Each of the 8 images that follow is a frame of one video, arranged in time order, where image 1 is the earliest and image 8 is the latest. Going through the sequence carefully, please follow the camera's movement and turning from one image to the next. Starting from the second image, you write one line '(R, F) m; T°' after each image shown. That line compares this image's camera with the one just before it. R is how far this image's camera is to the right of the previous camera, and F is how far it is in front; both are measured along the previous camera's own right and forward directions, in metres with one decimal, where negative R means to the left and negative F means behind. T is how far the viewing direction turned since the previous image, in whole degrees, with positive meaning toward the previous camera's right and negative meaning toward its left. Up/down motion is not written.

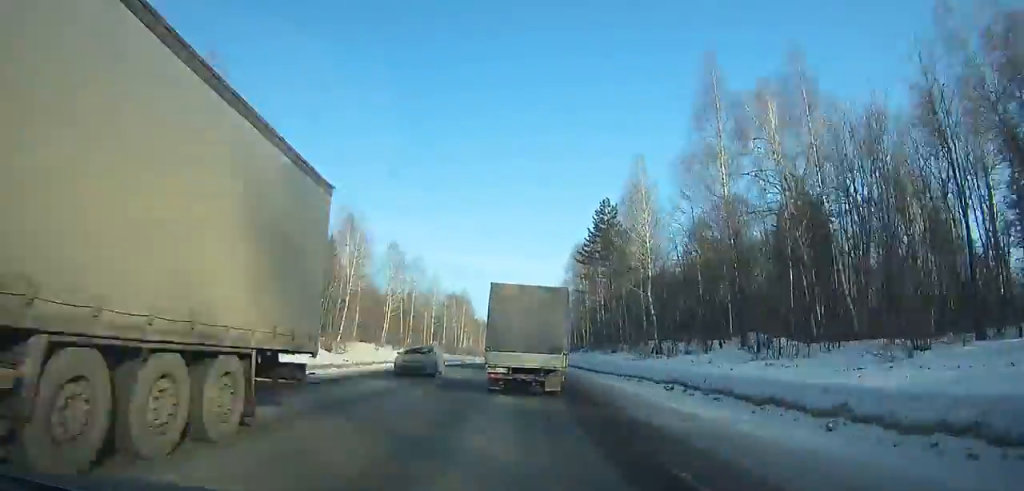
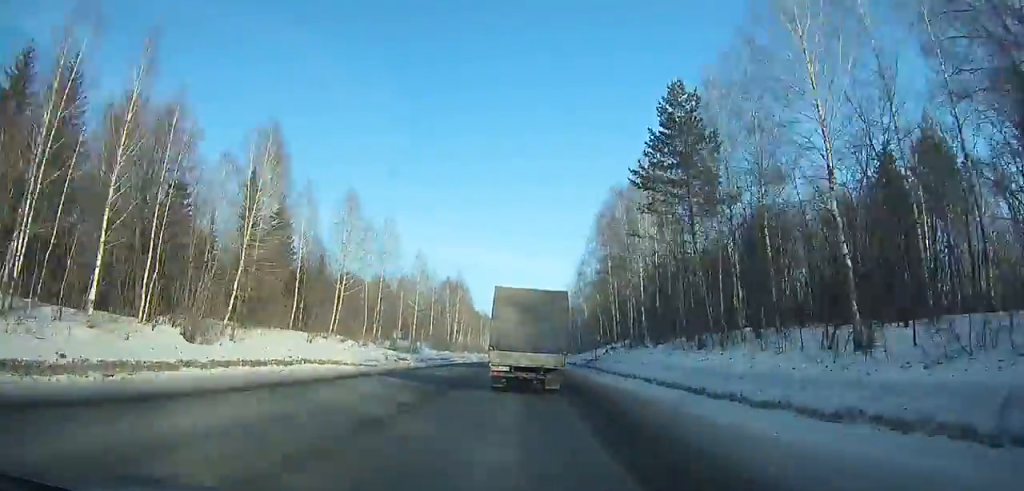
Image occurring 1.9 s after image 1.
(0.0, +26.0) m; 0°
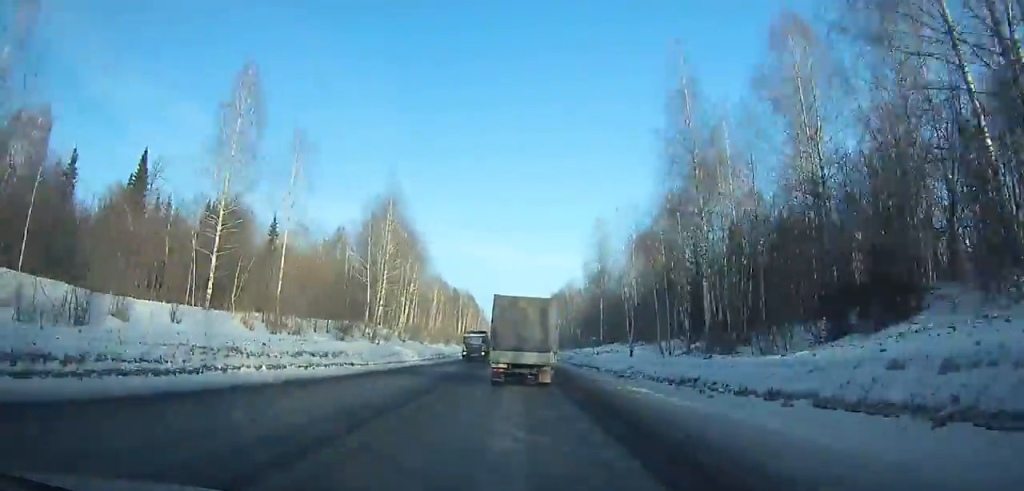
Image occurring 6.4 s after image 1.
(+0.3, +66.4) m; 0°
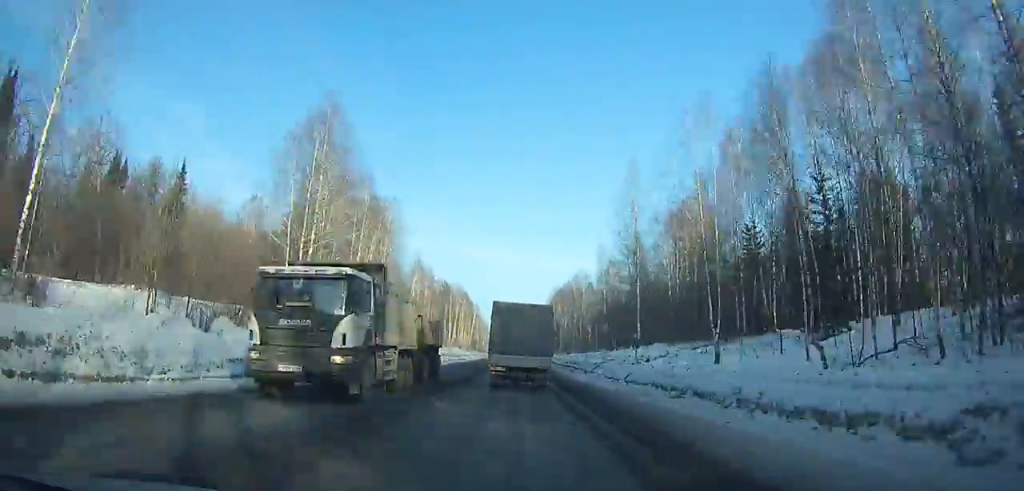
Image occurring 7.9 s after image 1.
(+0.1, +23.2) m; 0°
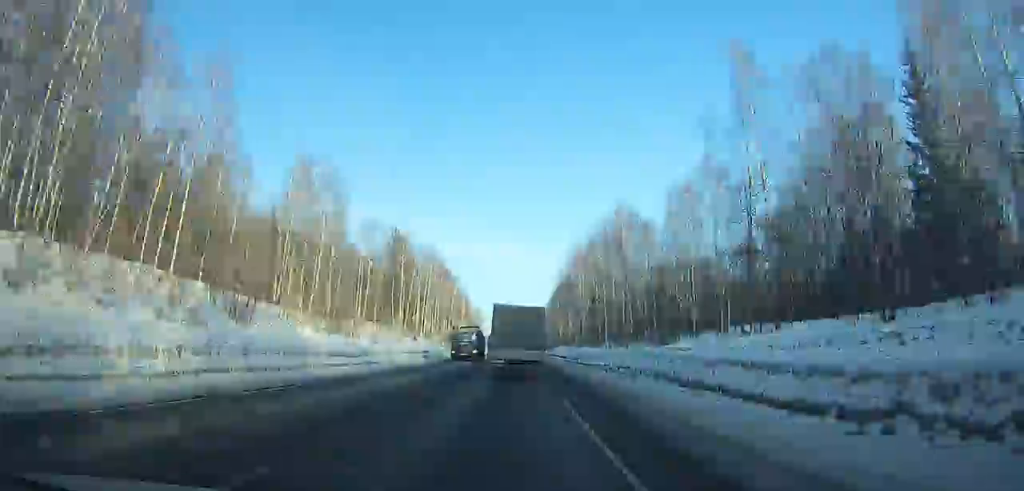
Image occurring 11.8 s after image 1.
(-0.5, +64.3) m; 0°
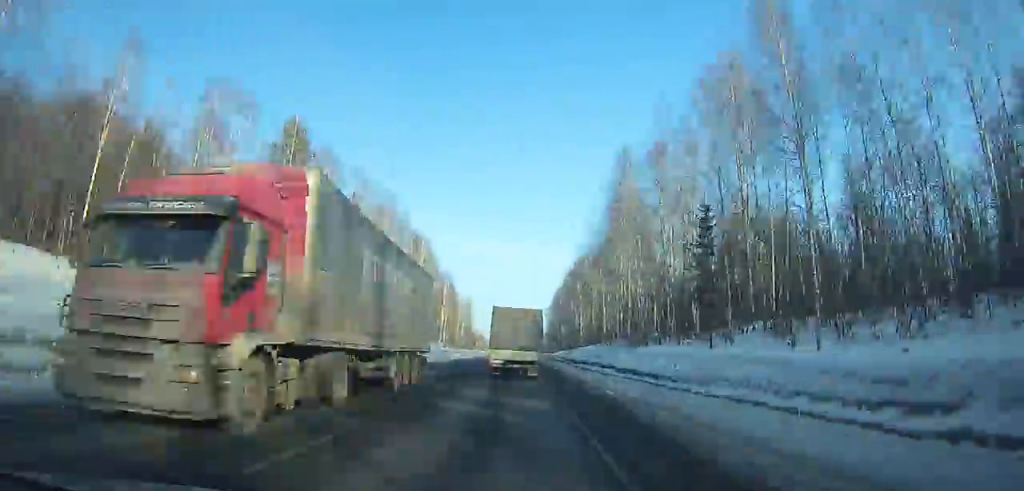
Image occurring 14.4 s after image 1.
(+0.2, +44.8) m; 0°
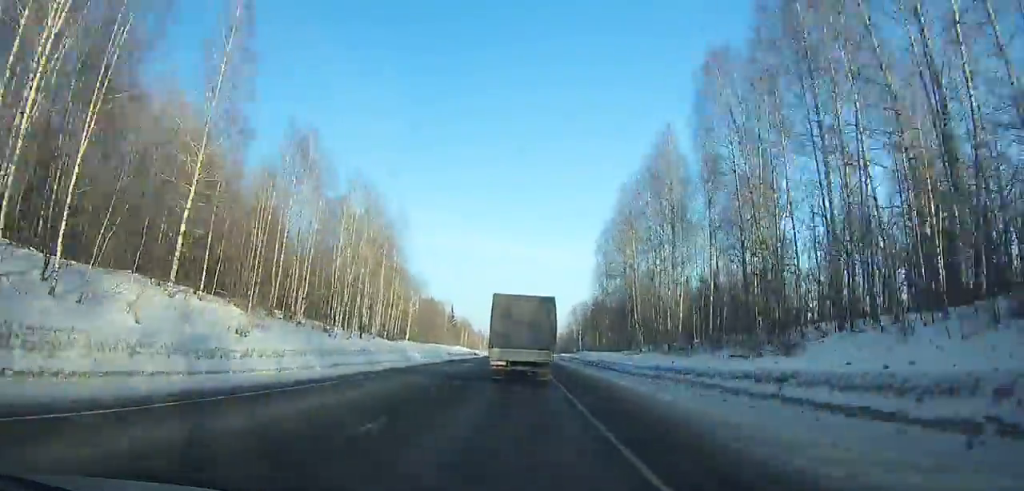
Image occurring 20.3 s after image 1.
(-0.3, +104.7) m; 0°
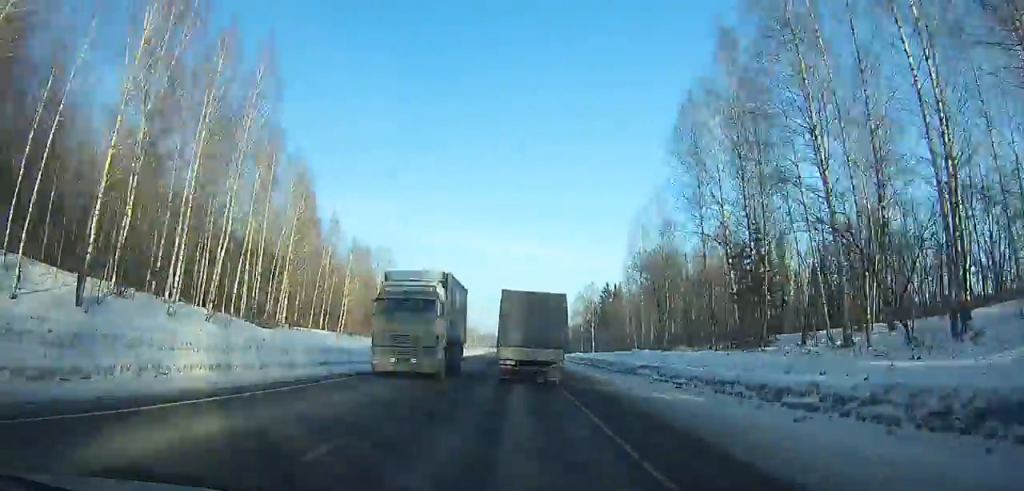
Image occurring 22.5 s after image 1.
(-0.2, +39.3) m; 0°
